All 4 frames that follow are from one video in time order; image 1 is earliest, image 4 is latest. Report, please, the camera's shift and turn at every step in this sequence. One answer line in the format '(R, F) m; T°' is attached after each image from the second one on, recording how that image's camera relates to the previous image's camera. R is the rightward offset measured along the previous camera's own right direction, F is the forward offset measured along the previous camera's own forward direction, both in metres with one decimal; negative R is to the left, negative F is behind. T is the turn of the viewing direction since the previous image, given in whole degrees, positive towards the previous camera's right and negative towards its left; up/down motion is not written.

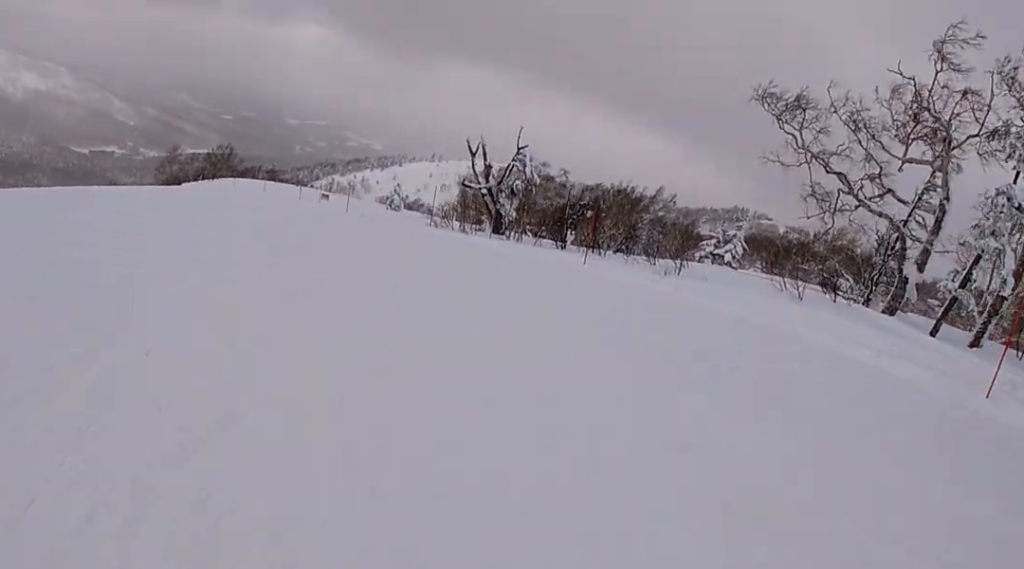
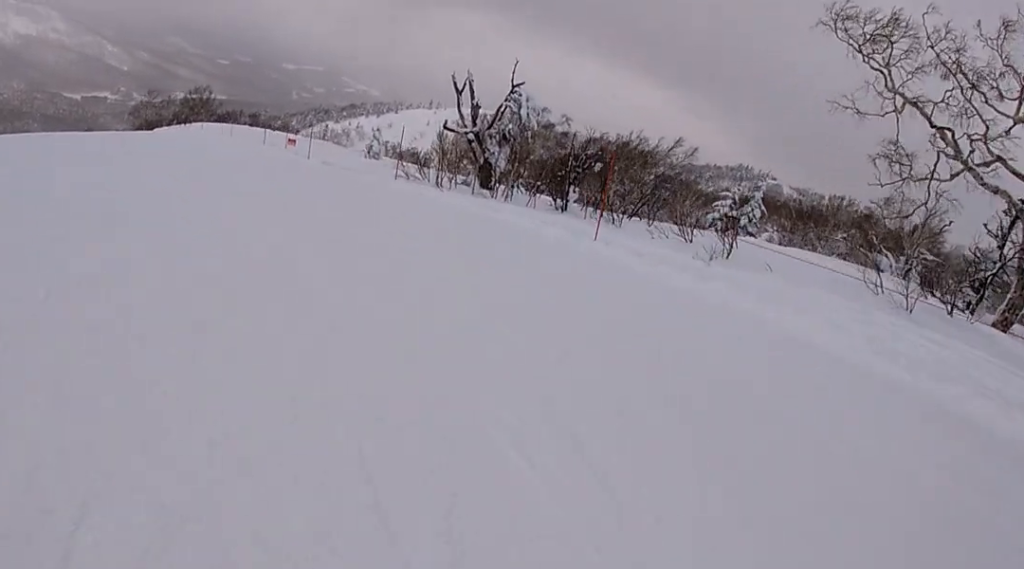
(+0.2, +6.6) m; -17°
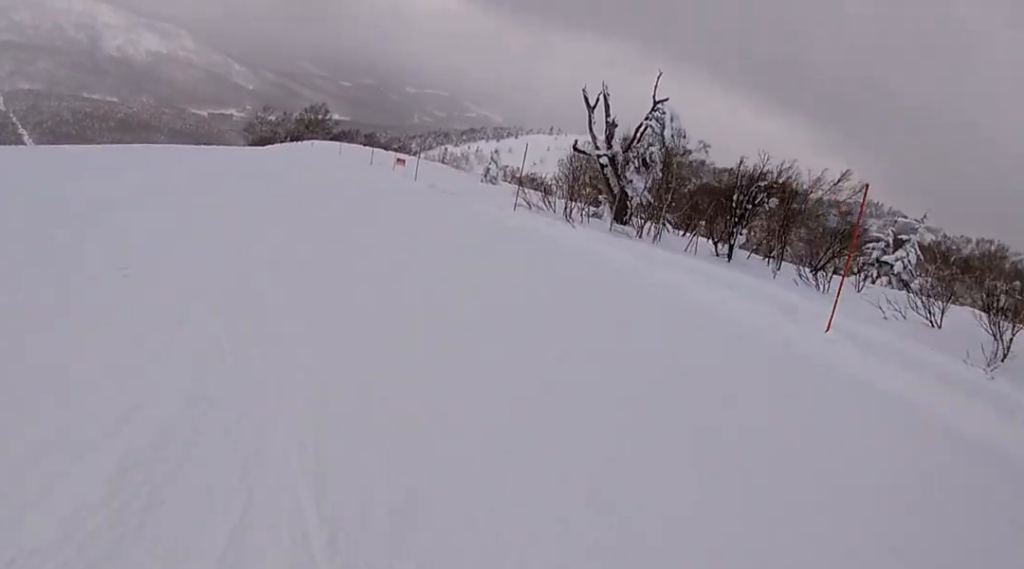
(-1.7, +4.5) m; -13°
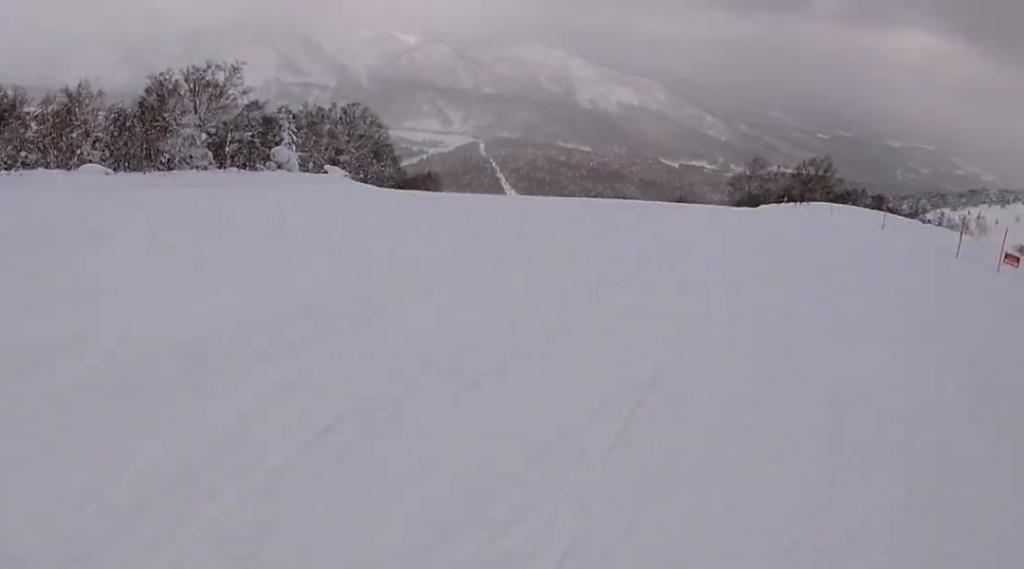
(-4.0, +14.0) m; -23°
